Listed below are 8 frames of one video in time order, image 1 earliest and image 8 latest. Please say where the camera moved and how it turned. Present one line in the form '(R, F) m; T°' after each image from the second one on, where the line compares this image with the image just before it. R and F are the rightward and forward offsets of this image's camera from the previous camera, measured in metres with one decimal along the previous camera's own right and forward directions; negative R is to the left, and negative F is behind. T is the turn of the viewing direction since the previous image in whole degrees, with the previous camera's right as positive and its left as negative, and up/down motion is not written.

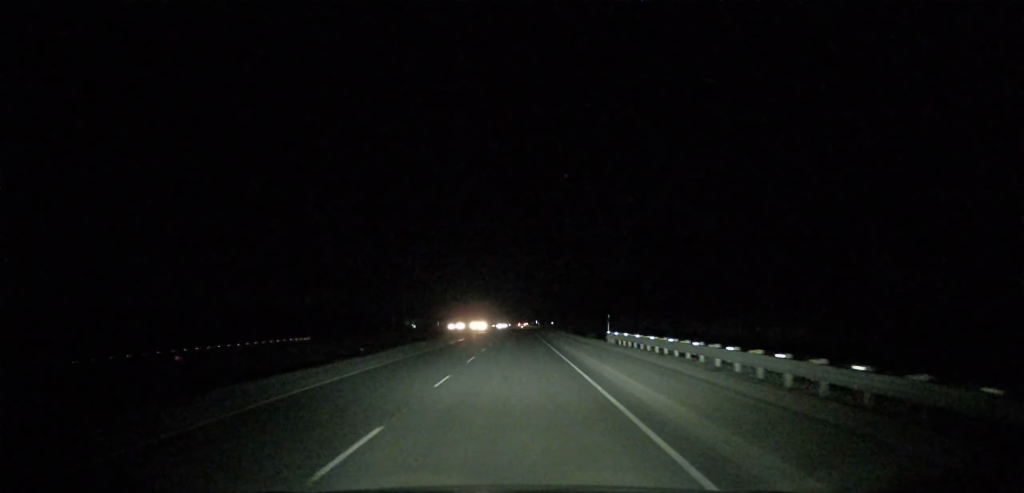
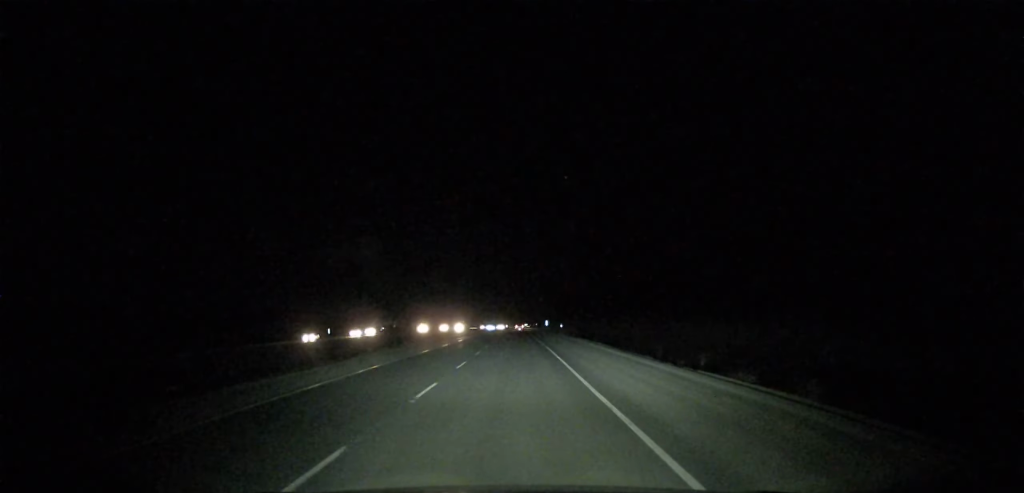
(+0.1, +132.9) m; 0°
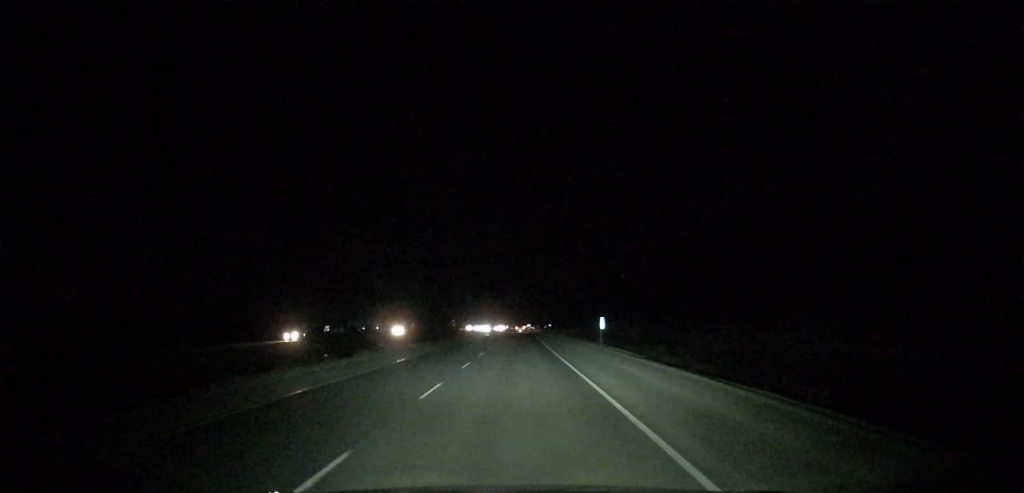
(+0.1, +114.6) m; 0°
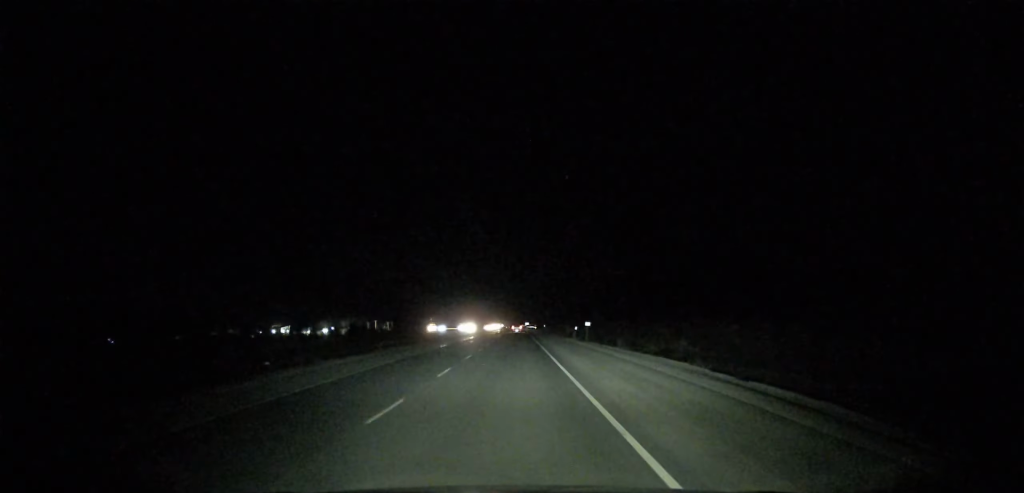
(+0.1, +110.6) m; 0°
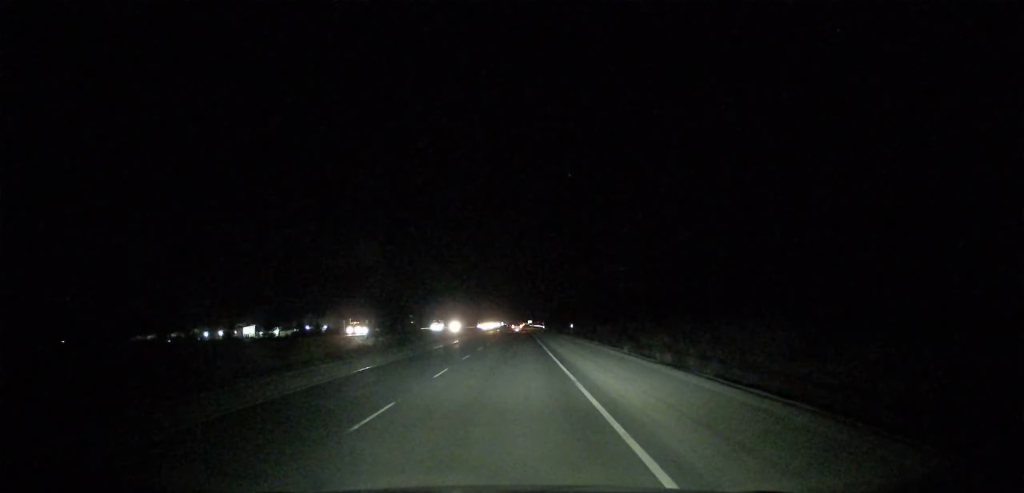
(-0.3, +81.6) m; 0°
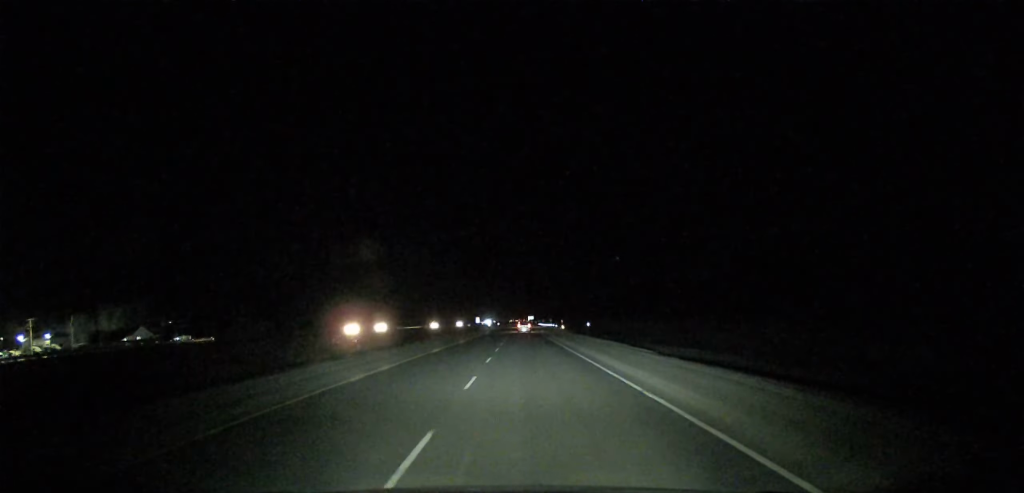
(+0.1, +335.8) m; 0°
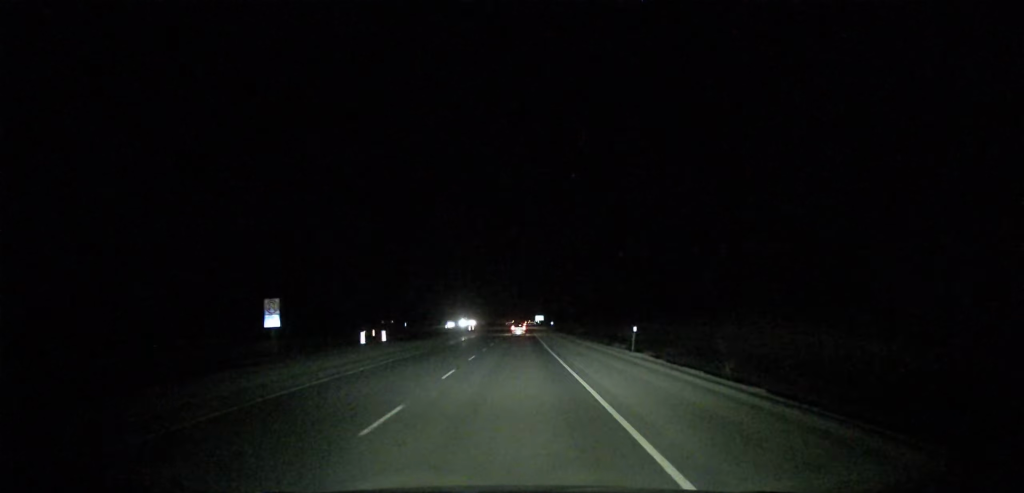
(0.0, +243.3) m; 0°
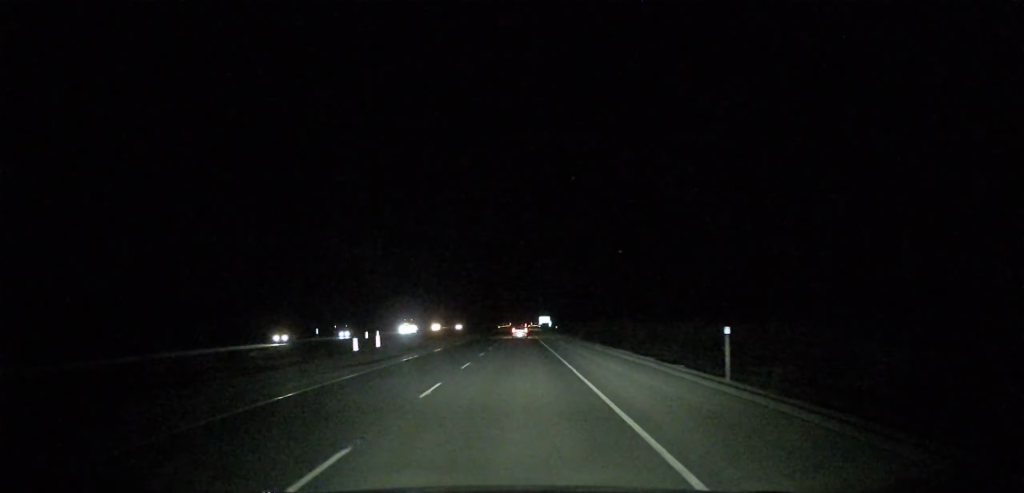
(-0.3, +121.7) m; 0°
